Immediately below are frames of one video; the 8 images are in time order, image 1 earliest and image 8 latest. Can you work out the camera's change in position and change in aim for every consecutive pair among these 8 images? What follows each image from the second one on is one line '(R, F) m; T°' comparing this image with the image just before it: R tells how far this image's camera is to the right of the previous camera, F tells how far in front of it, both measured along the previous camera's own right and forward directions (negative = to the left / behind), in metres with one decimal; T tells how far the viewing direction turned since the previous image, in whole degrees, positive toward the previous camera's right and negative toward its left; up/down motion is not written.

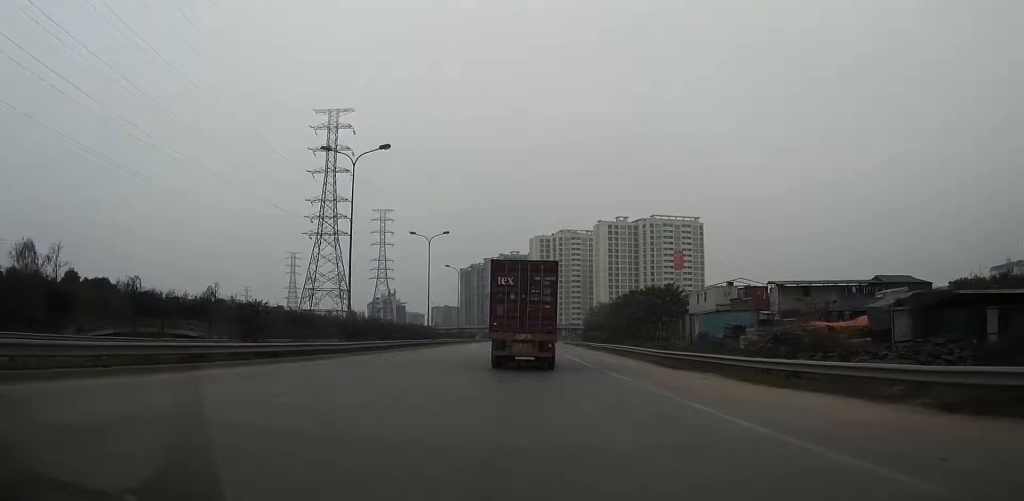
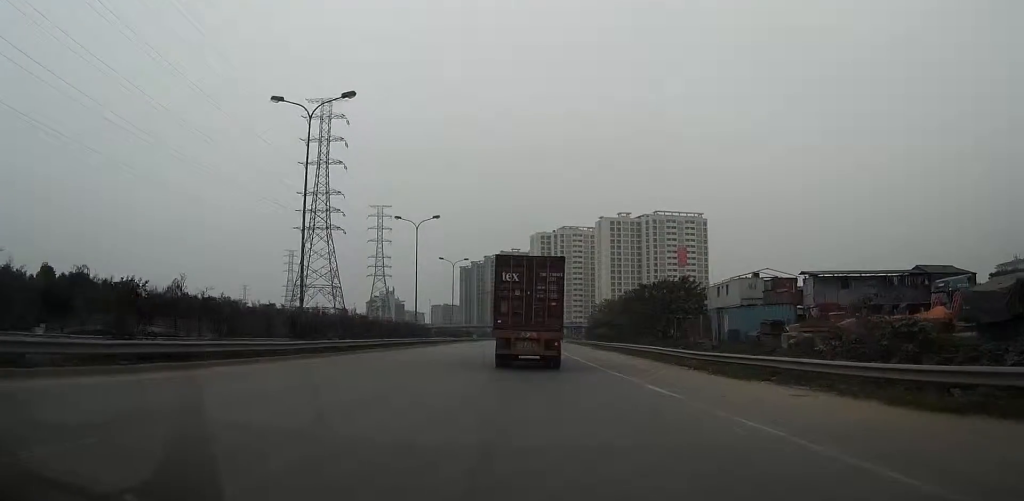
(+0.1, +10.4) m; +2°
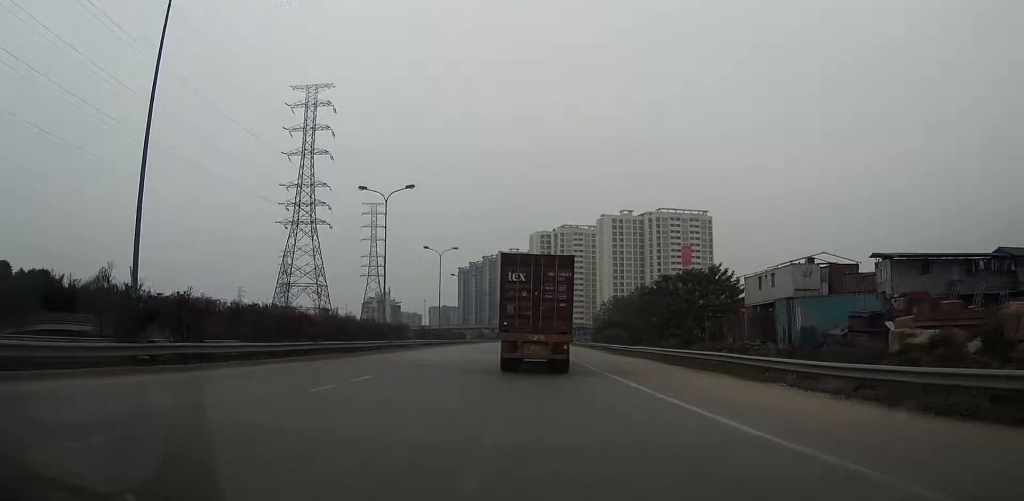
(+0.2, +16.5) m; -2°
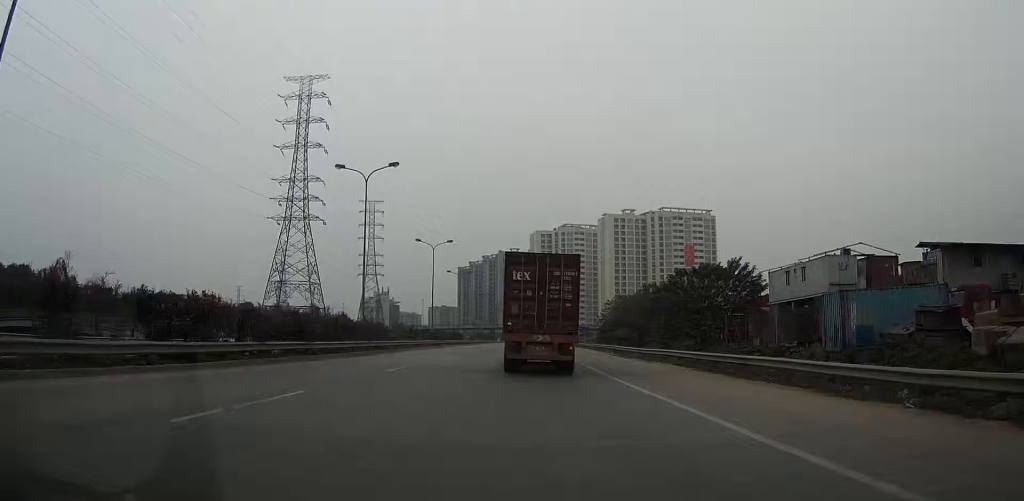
(-0.1, +7.5) m; -1°
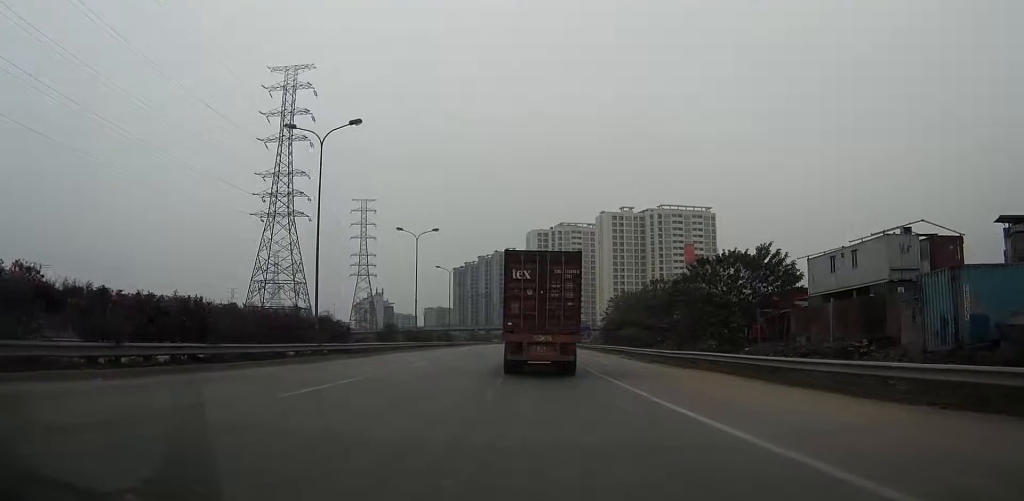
(-0.1, +10.2) m; 0°
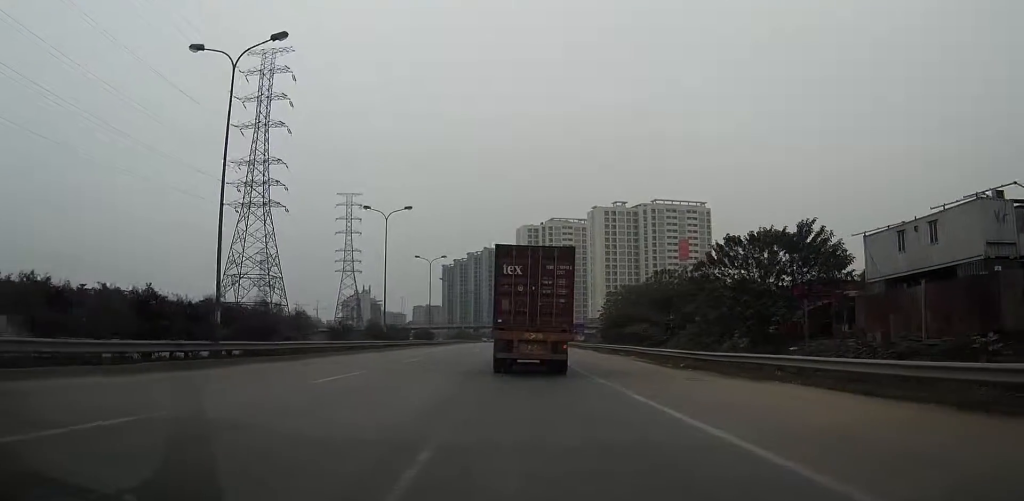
(+0.1, +11.4) m; +2°
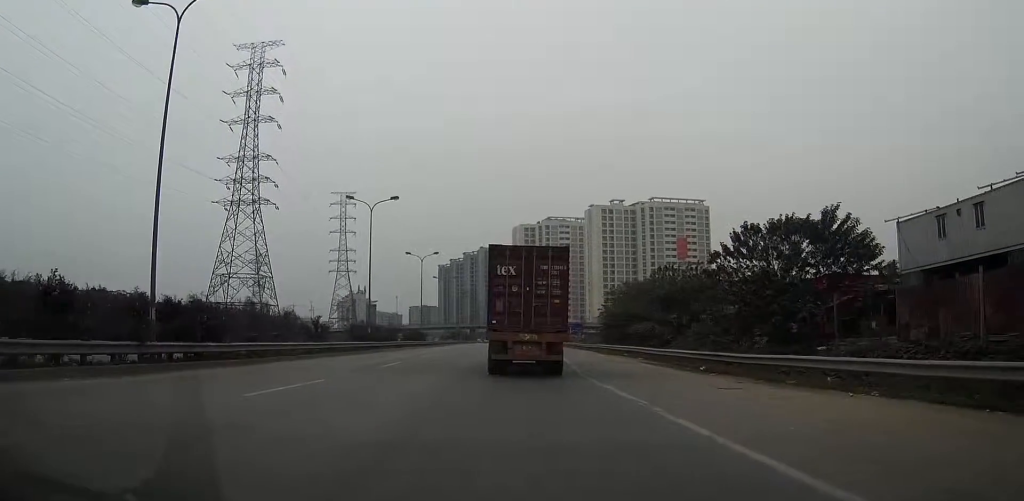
(+0.1, +5.0) m; +1°
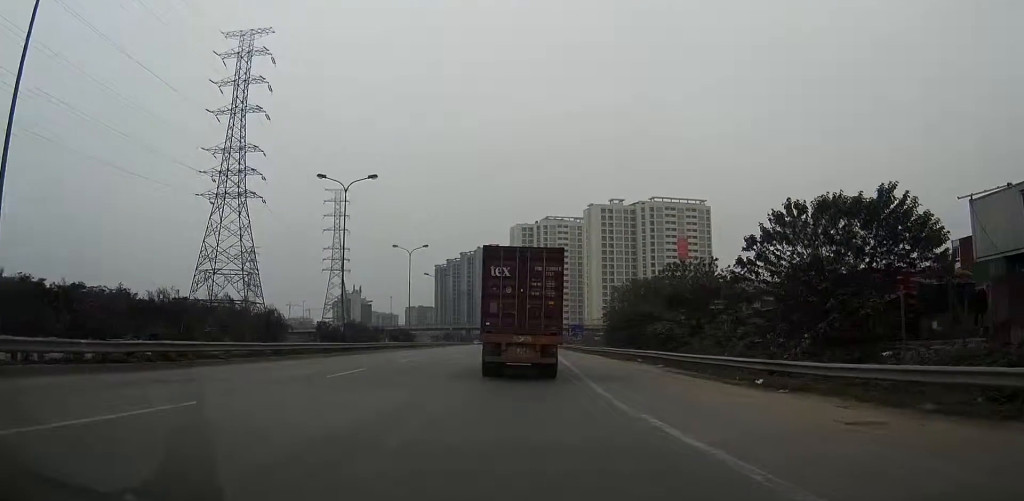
(+0.1, +8.1) m; -1°
